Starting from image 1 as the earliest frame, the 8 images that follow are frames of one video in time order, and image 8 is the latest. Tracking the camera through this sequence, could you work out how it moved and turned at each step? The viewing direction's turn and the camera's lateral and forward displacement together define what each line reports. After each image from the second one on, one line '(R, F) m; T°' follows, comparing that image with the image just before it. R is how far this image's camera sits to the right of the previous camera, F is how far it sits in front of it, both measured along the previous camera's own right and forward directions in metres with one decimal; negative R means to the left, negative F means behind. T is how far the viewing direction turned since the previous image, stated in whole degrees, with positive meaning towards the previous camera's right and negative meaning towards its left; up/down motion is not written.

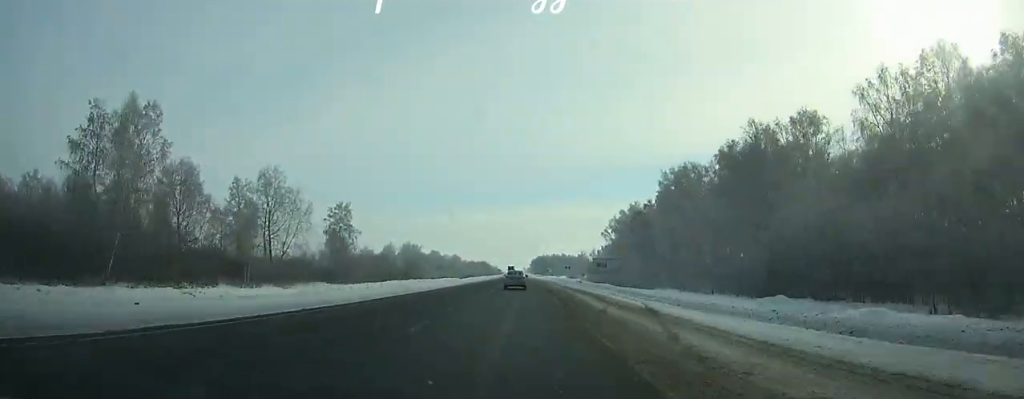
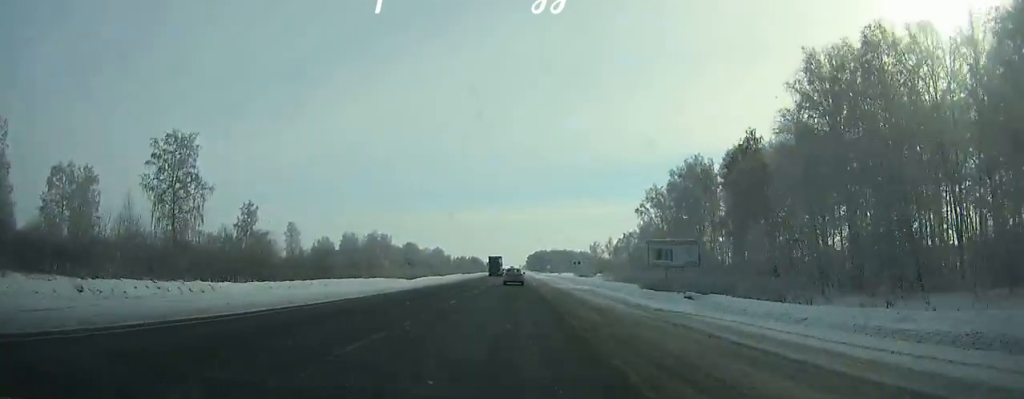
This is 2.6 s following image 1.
(-0.3, +62.8) m; 0°
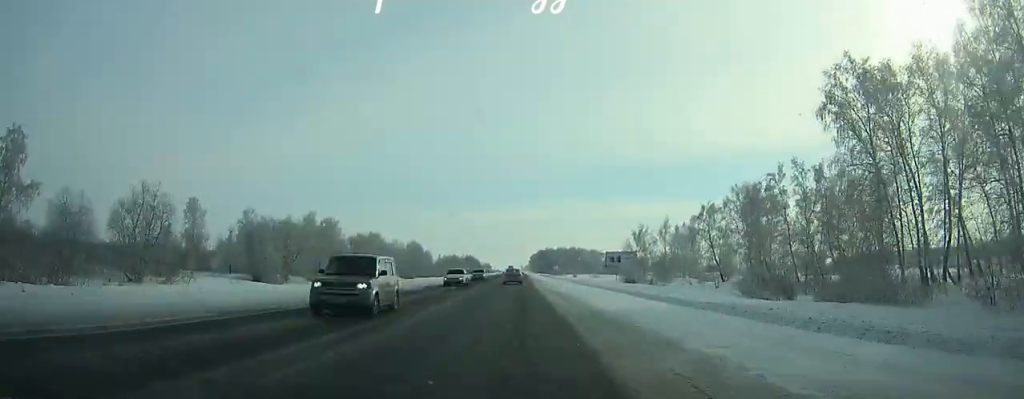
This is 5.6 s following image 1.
(-0.2, +76.6) m; 0°
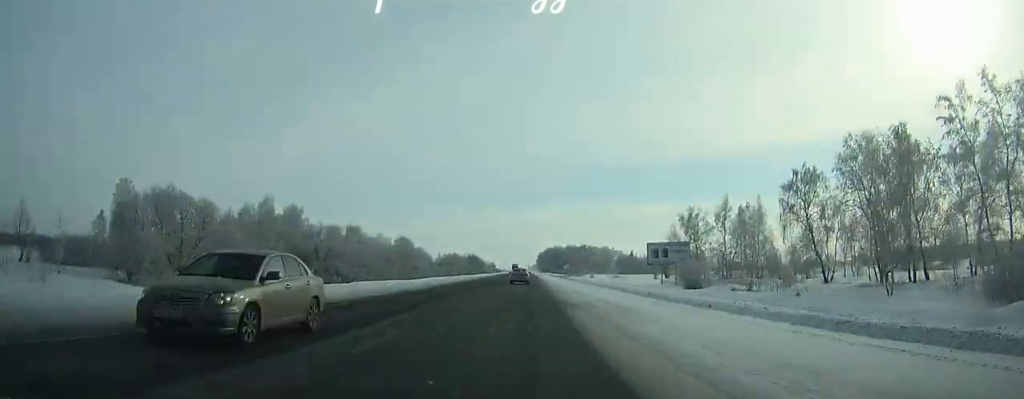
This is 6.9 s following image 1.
(0.0, +34.1) m; 0°
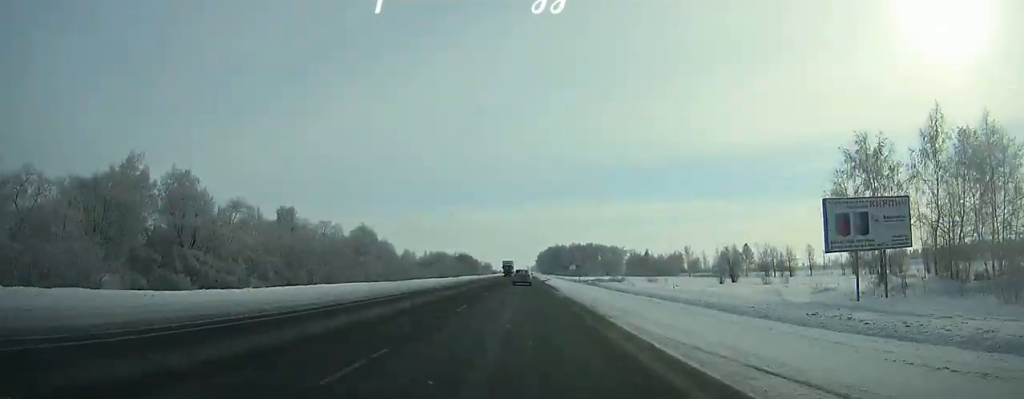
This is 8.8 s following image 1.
(+0.2, +51.4) m; 0°
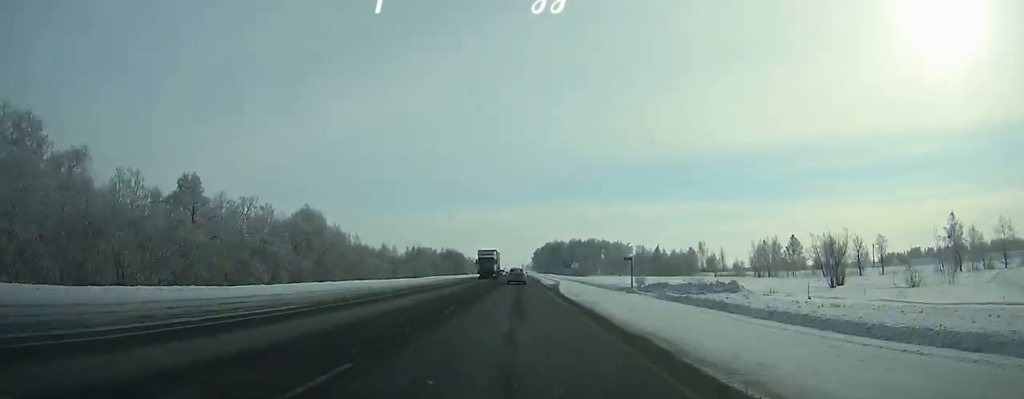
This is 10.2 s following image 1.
(0.0, +38.2) m; 0°
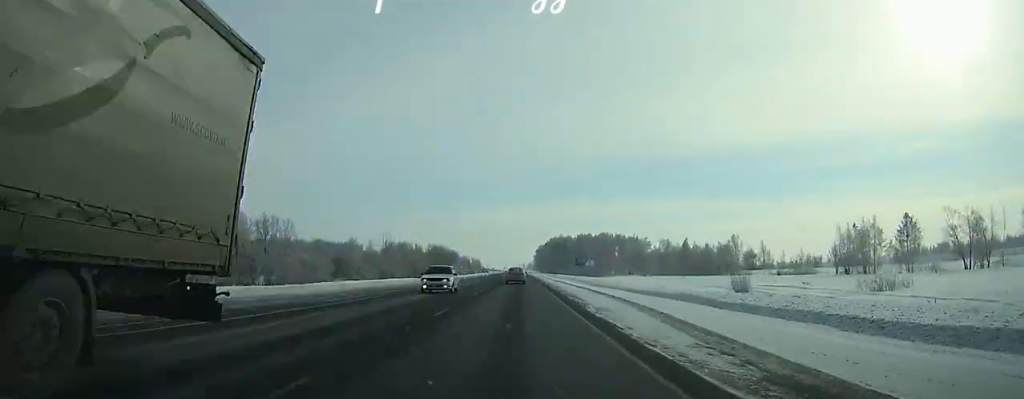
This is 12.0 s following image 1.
(-0.1, +49.8) m; 0°
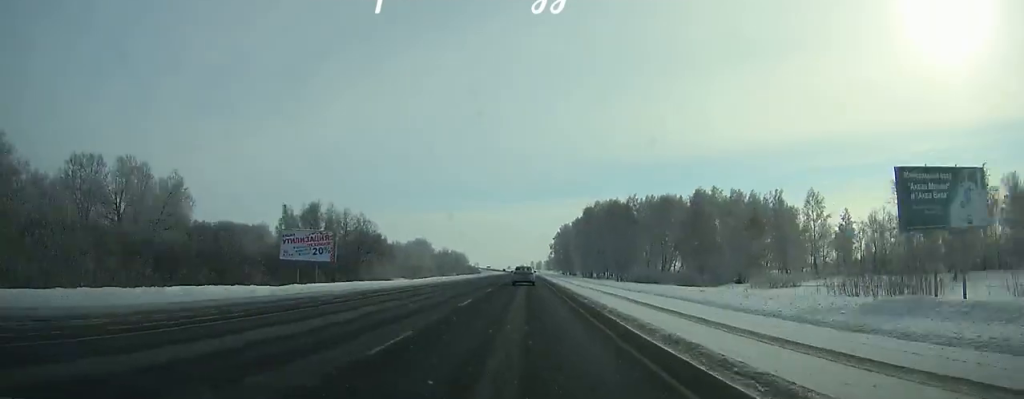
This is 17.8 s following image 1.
(+0.1, +162.4) m; 0°
